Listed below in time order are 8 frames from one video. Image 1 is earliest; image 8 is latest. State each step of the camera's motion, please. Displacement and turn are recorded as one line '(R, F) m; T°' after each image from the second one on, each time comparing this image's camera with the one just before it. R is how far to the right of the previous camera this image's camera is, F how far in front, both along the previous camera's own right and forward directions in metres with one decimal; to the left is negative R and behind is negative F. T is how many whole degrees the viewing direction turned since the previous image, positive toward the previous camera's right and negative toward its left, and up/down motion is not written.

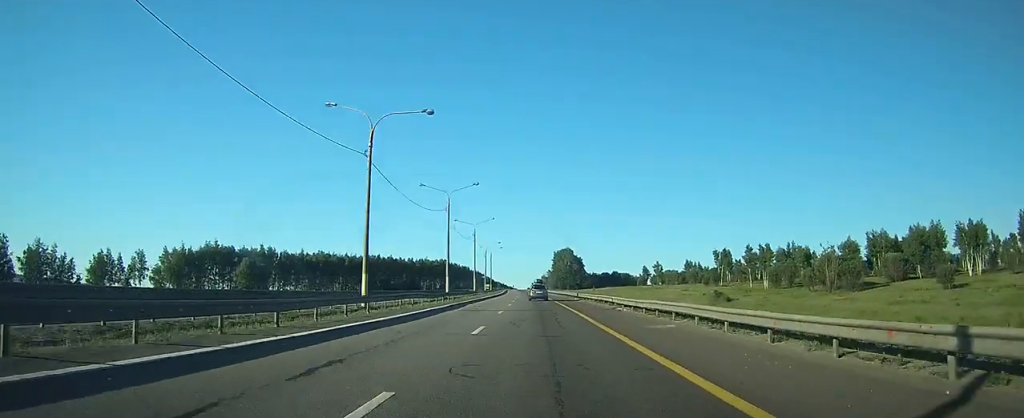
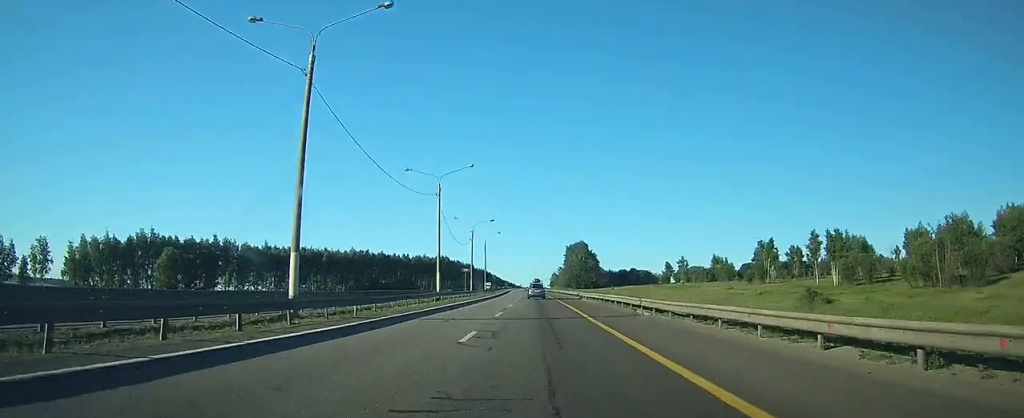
(-0.5, +38.1) m; -2°
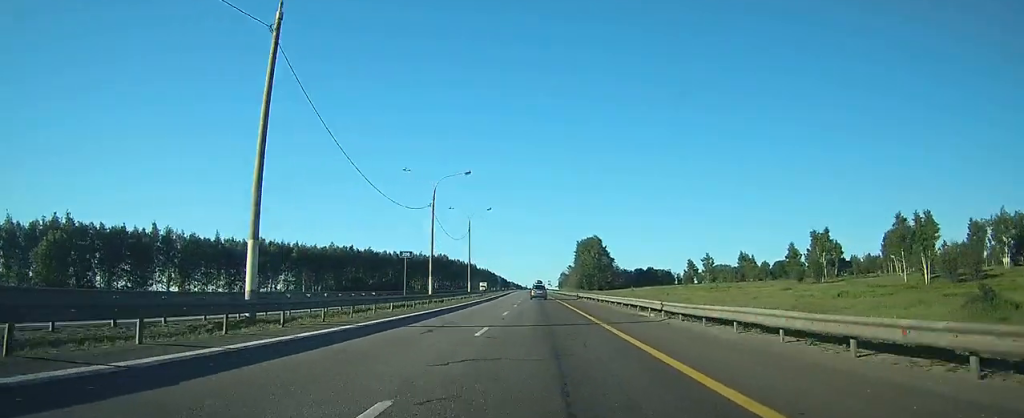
(-0.3, +33.8) m; -1°
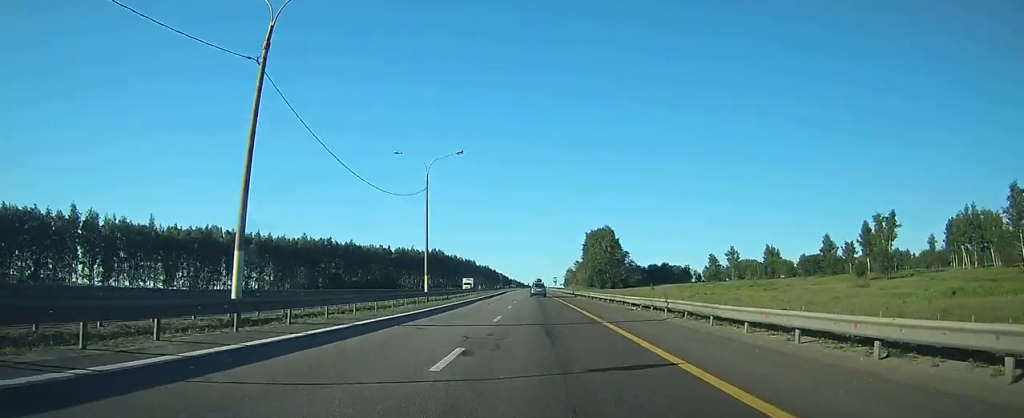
(-0.1, +30.2) m; 0°
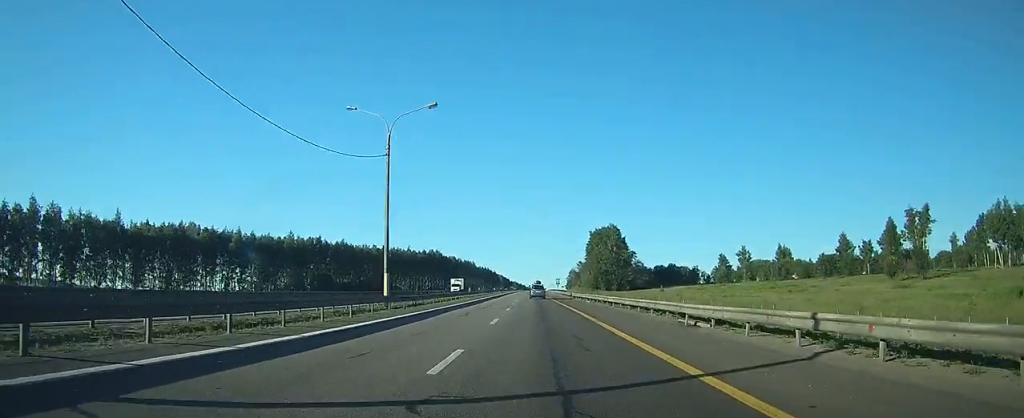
(0.0, +12.1) m; 0°
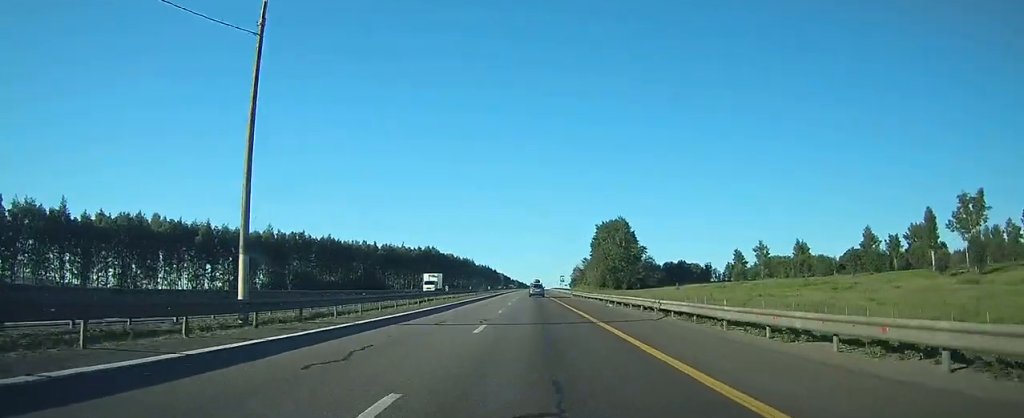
(0.0, +16.4) m; 0°
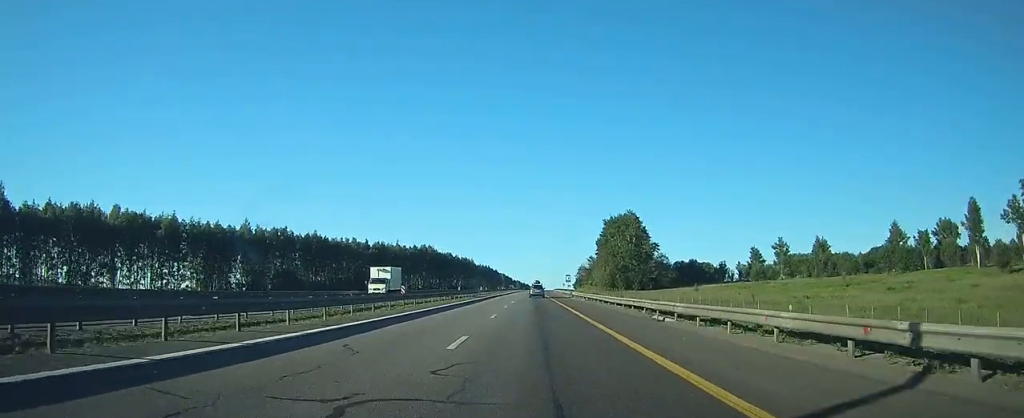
(-0.1, +15.6) m; 0°
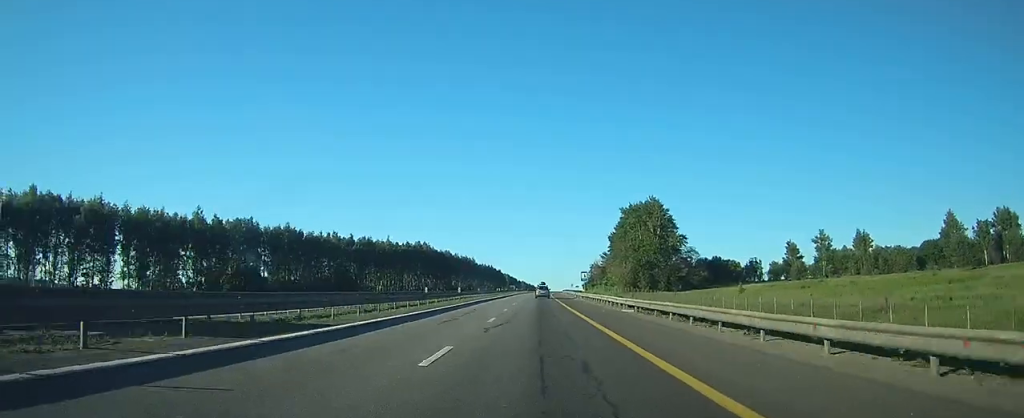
(-0.1, +26.0) m; 0°
